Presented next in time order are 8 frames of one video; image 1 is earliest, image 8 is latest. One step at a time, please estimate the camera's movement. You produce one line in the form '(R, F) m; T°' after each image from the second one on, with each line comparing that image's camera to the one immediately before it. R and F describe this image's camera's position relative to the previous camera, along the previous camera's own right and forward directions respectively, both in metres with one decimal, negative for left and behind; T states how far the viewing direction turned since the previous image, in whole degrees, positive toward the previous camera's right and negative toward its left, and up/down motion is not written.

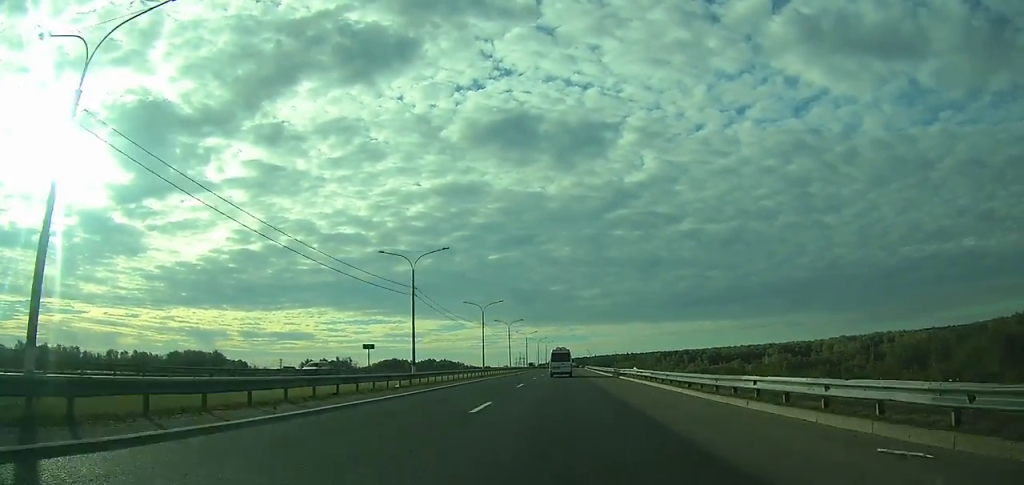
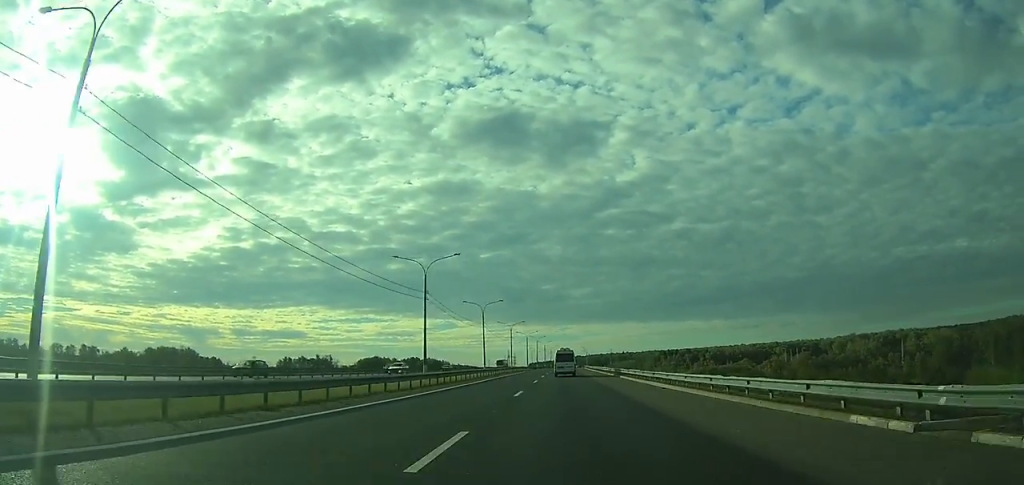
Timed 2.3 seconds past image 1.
(+0.3, +38.0) m; +1°
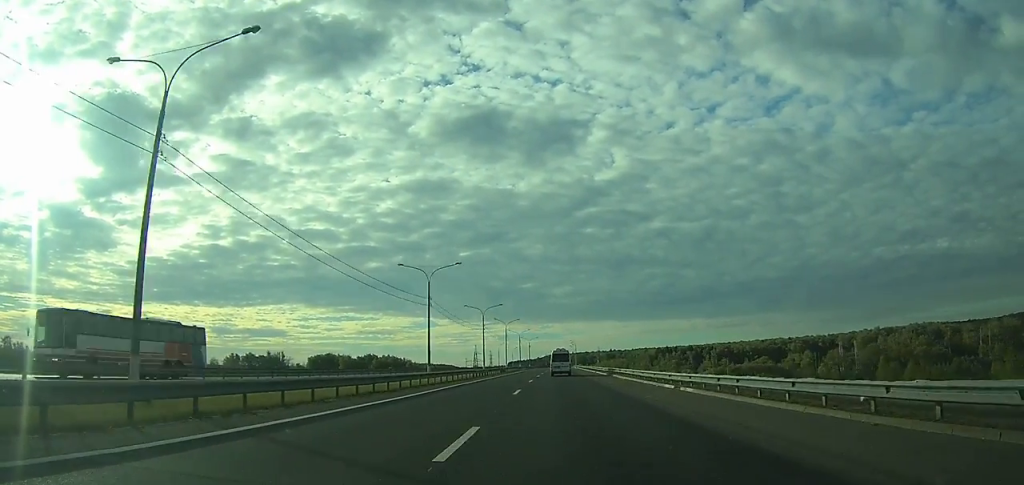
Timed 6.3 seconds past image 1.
(+1.3, +80.2) m; +2°
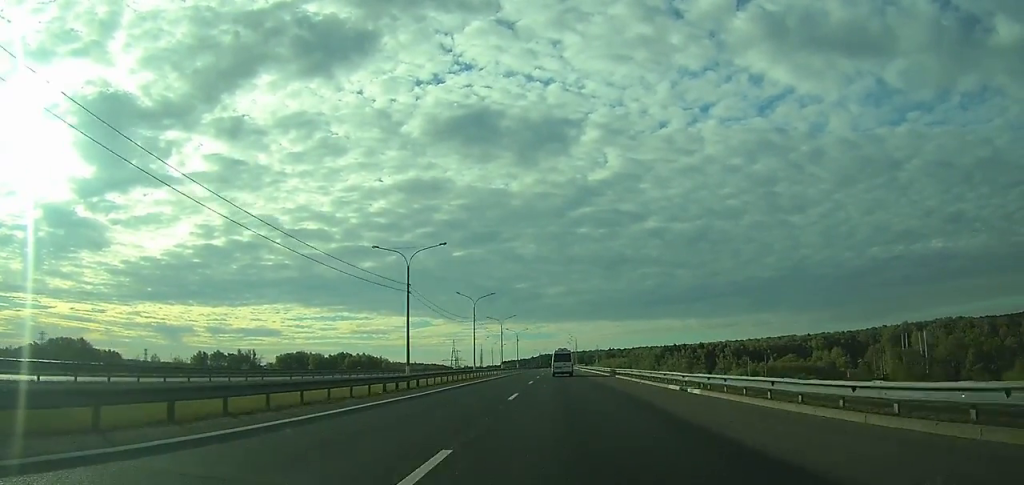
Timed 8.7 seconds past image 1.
(+0.2, +51.5) m; 0°
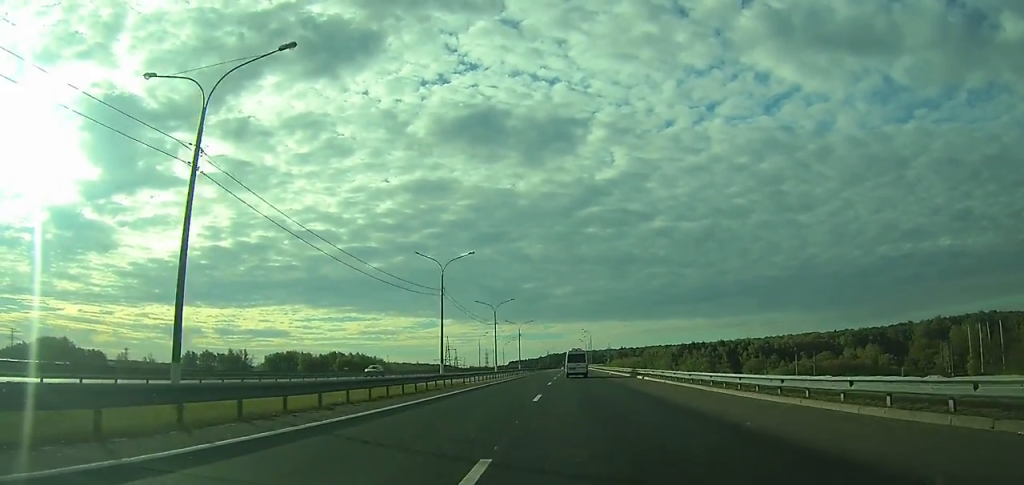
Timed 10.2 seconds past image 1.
(0.0, +31.5) m; 0°
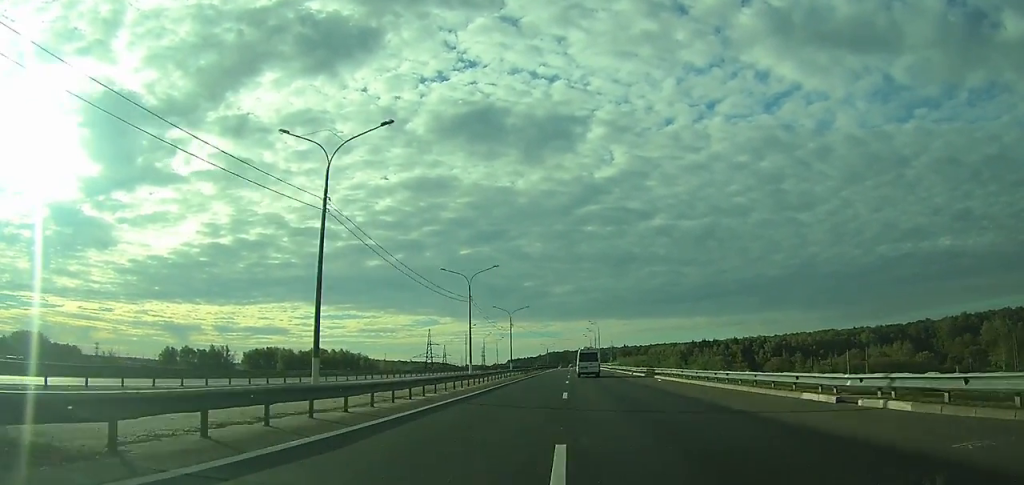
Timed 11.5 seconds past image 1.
(-0.1, +28.5) m; 0°
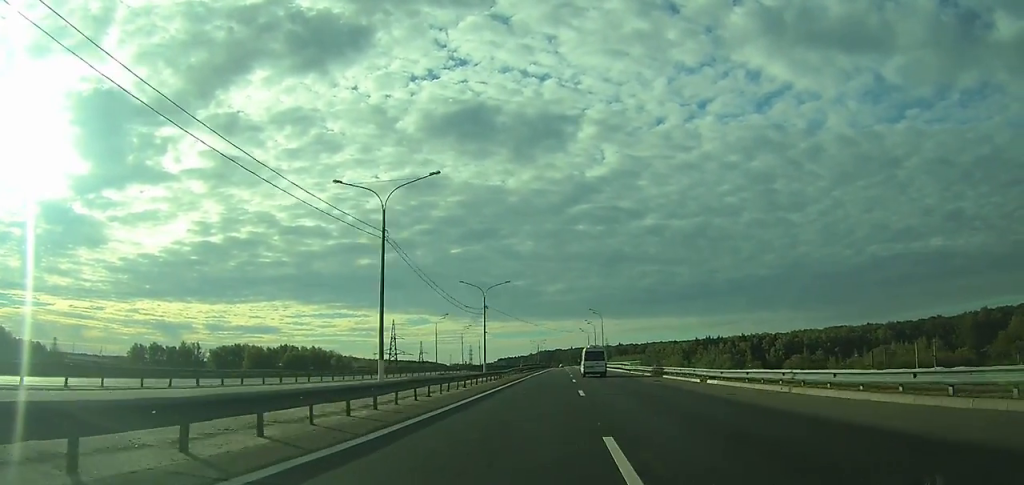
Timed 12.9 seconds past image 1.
(+0.2, +28.5) m; 0°
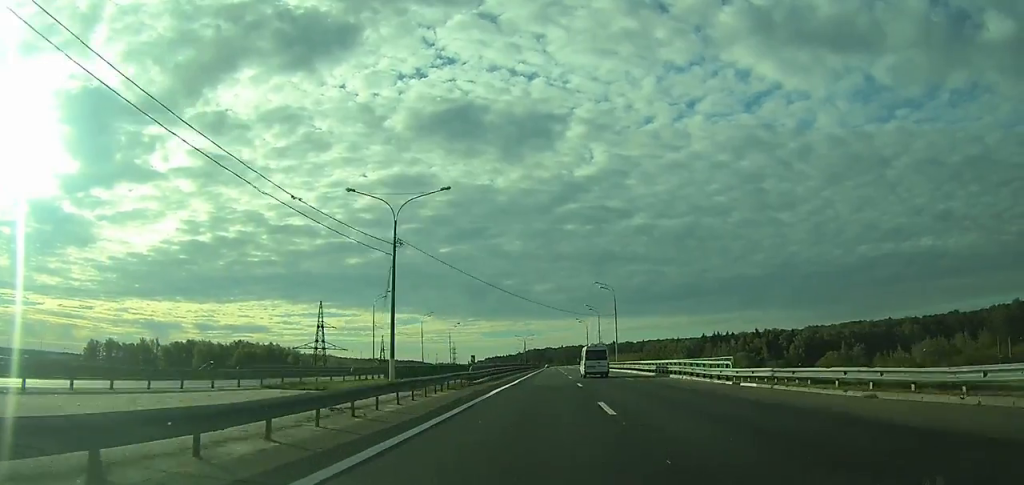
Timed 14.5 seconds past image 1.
(+0.2, +37.5) m; 0°
